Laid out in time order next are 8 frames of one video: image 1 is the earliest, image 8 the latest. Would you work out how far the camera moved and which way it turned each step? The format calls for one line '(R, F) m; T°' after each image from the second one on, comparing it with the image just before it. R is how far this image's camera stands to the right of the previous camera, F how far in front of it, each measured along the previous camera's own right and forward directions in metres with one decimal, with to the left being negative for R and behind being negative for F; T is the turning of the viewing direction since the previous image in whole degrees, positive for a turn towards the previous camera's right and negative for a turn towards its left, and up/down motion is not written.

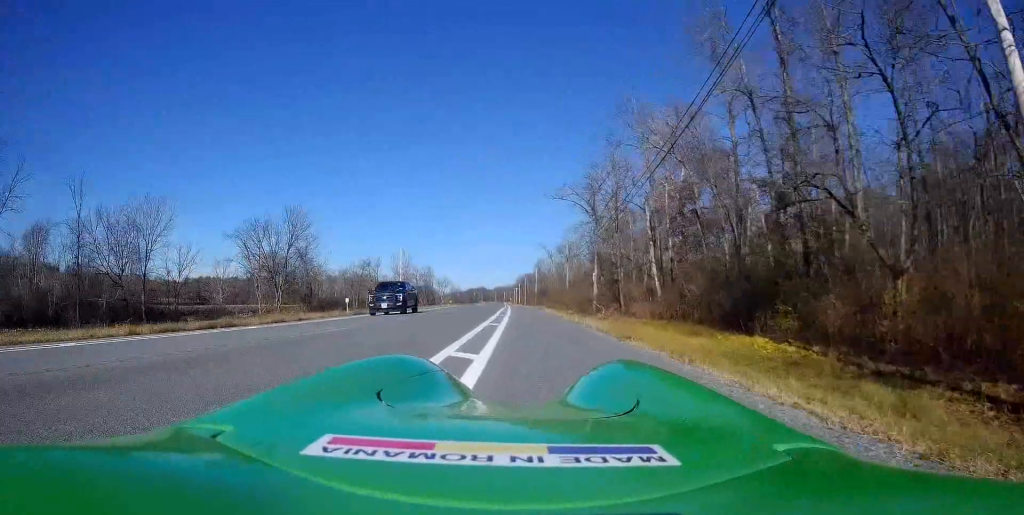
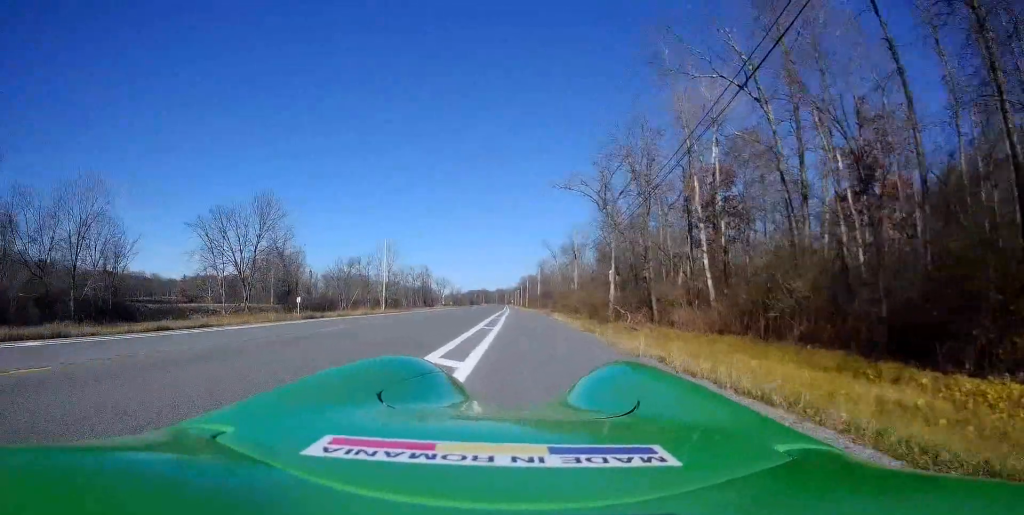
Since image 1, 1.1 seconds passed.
(-0.6, +8.9) m; -3°
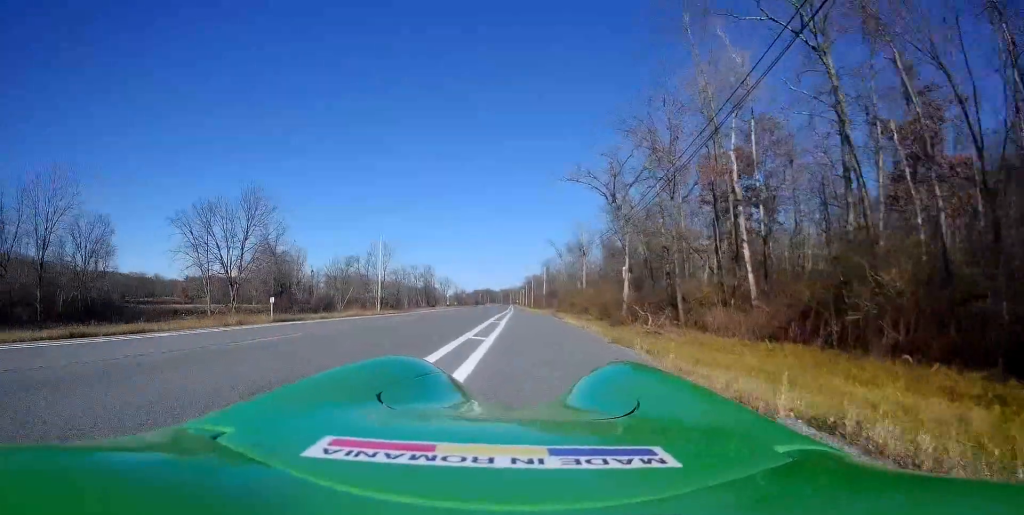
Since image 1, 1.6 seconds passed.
(0.0, +4.2) m; +1°
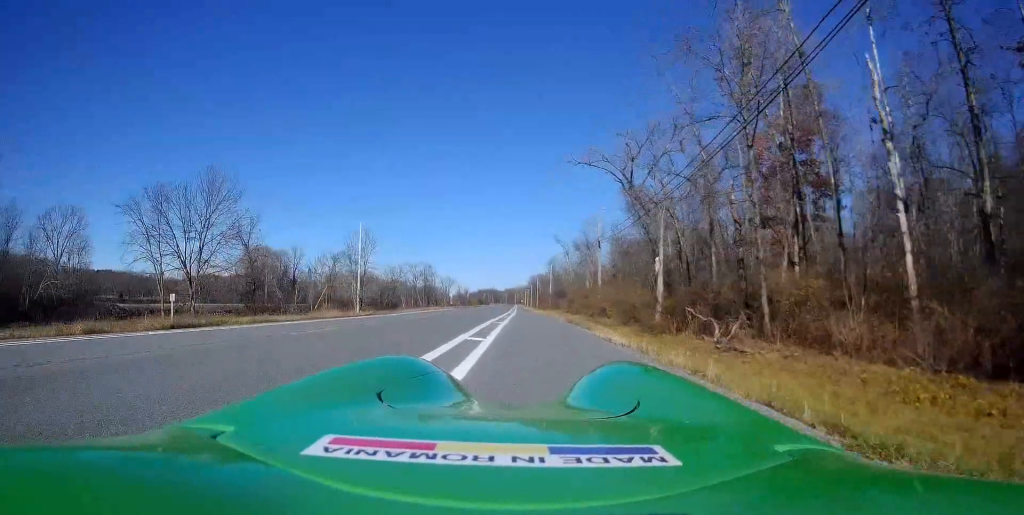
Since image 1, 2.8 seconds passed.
(+0.4, +9.5) m; +3°
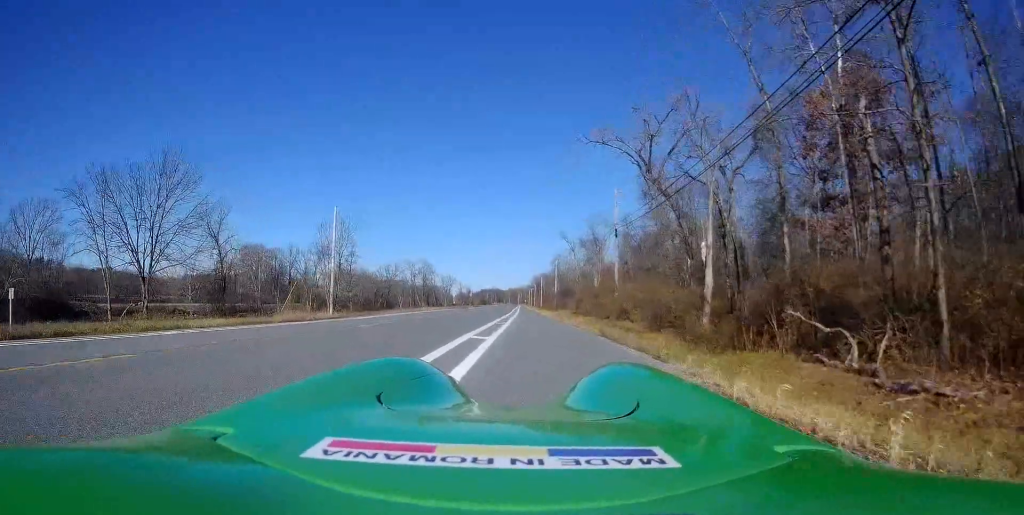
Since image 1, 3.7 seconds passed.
(0.0, +8.2) m; 0°
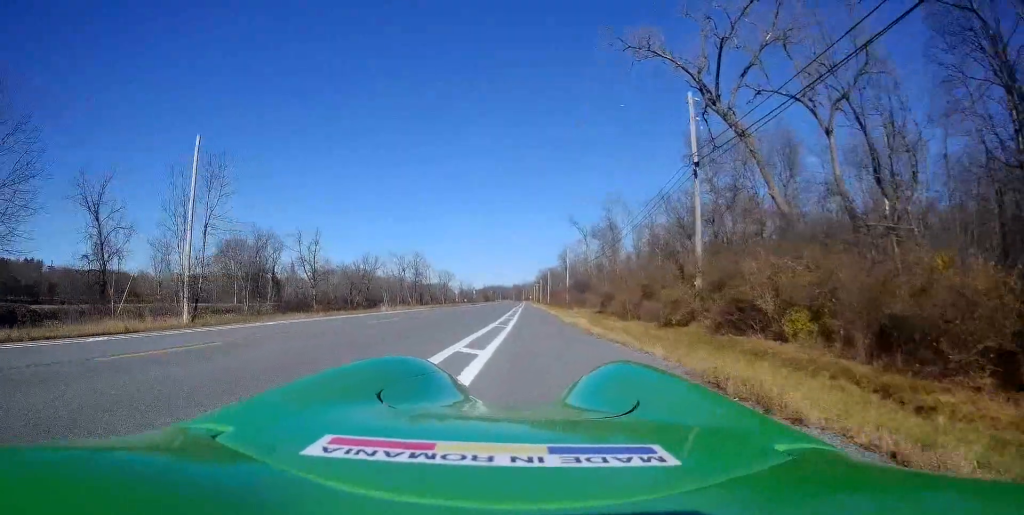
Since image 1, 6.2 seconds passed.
(+0.4, +21.3) m; 0°
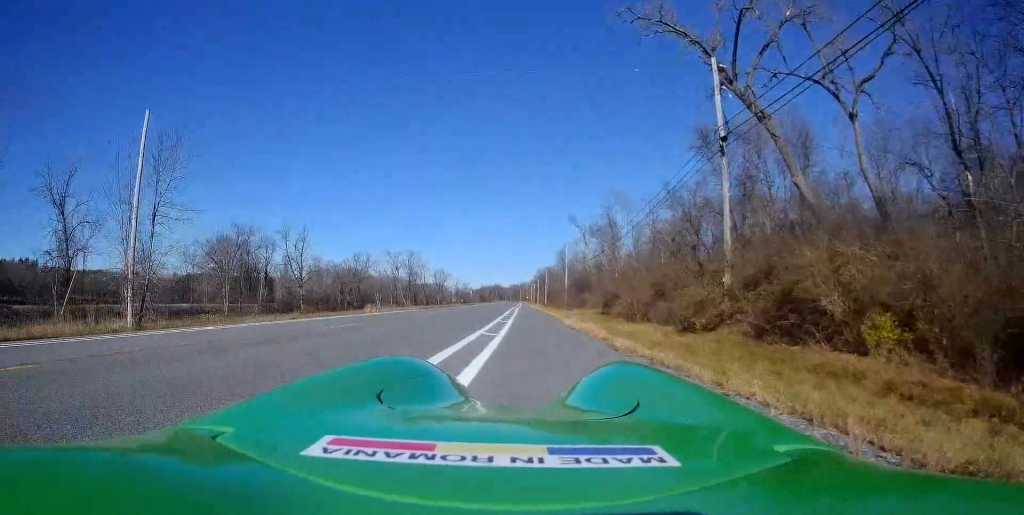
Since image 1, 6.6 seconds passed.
(-0.1, +4.0) m; 0°
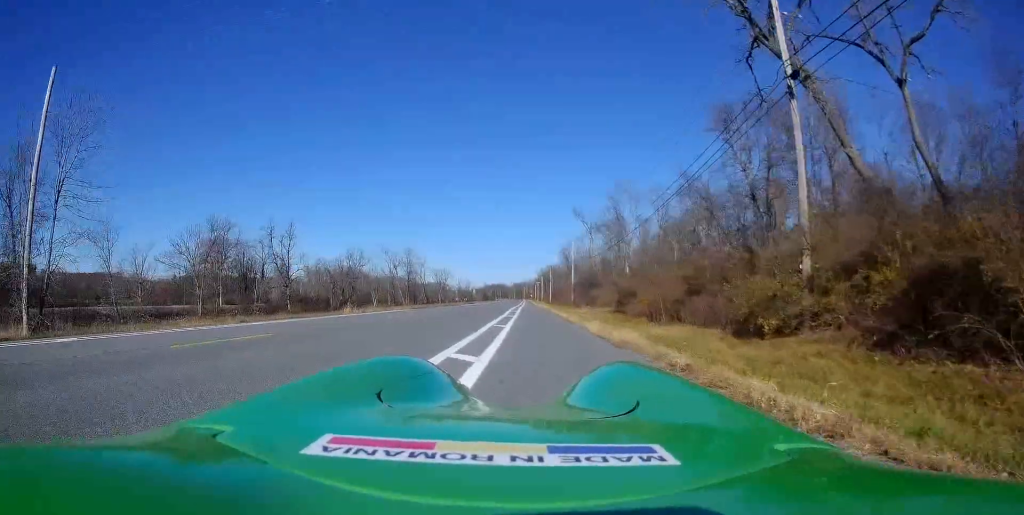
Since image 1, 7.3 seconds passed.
(-0.2, +6.3) m; +1°
